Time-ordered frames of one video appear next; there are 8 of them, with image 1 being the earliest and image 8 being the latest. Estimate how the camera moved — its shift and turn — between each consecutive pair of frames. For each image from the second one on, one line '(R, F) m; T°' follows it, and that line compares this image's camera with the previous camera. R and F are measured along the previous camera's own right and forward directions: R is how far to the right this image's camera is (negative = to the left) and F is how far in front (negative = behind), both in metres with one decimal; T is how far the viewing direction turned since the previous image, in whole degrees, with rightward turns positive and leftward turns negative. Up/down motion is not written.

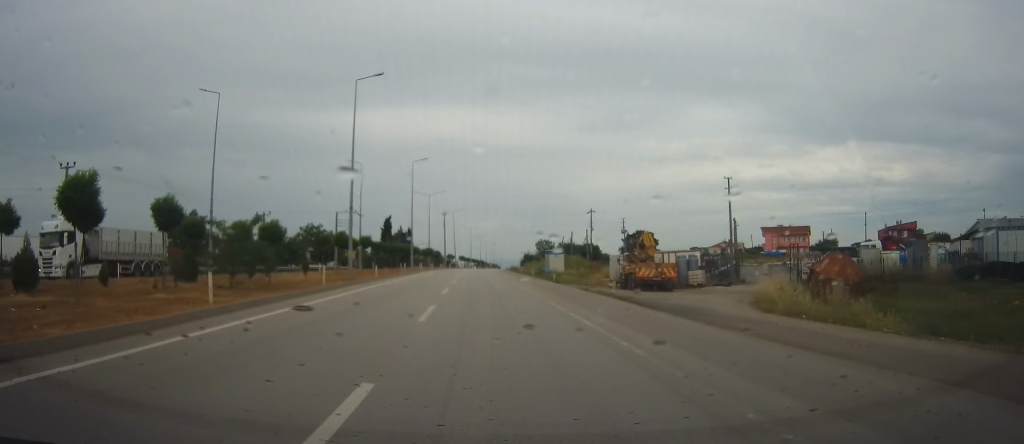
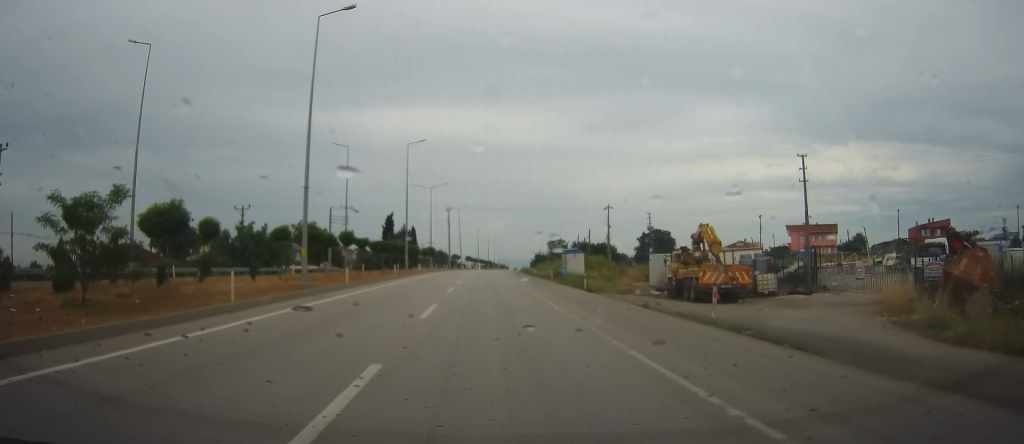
(-0.2, +7.9) m; -1°
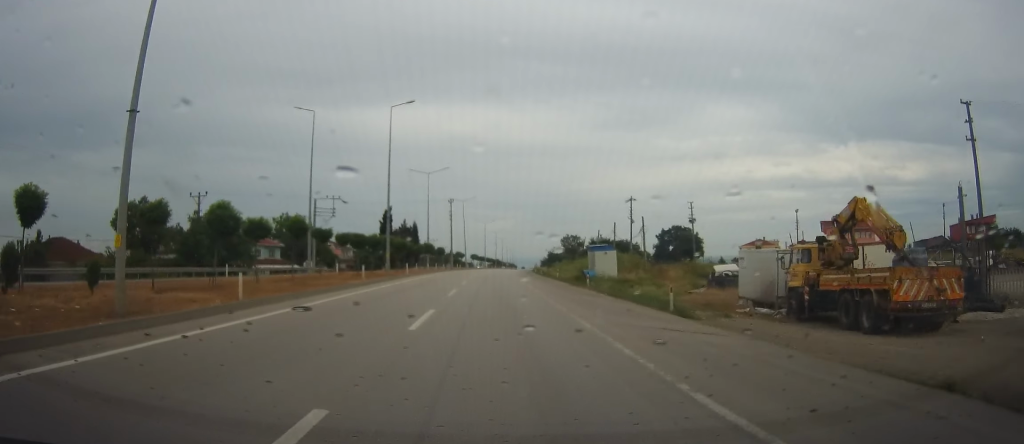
(+0.2, +10.5) m; +2°
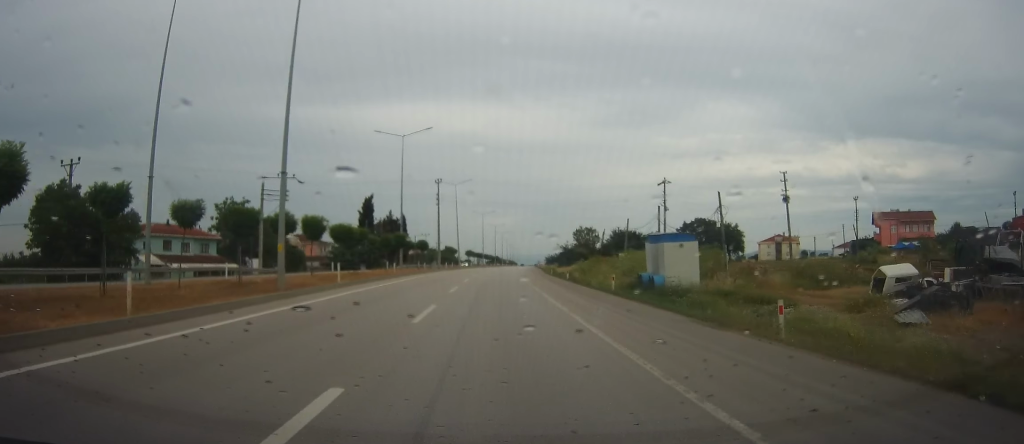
(0.0, +17.4) m; -1°
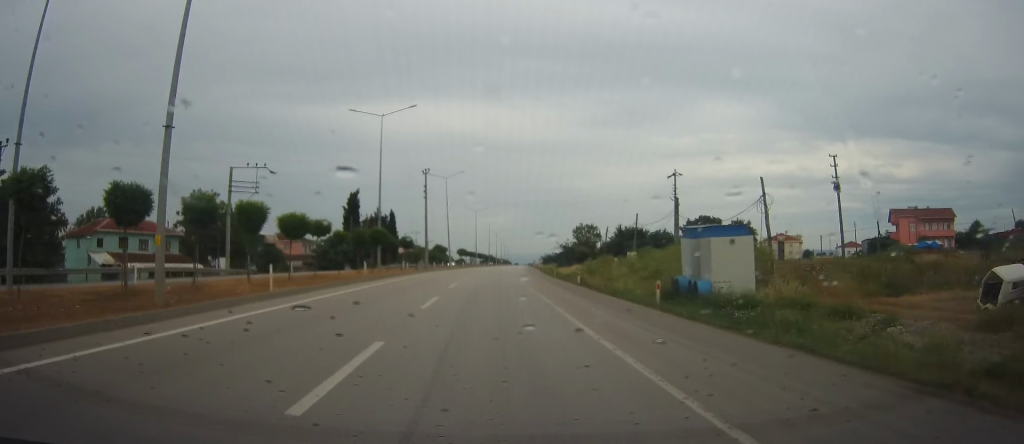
(-0.1, +6.6) m; -1°
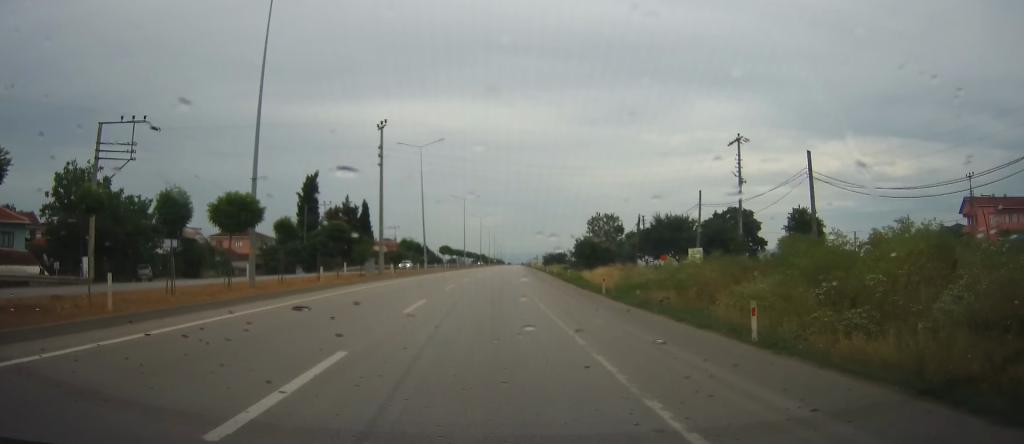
(+0.2, +21.3) m; +1°
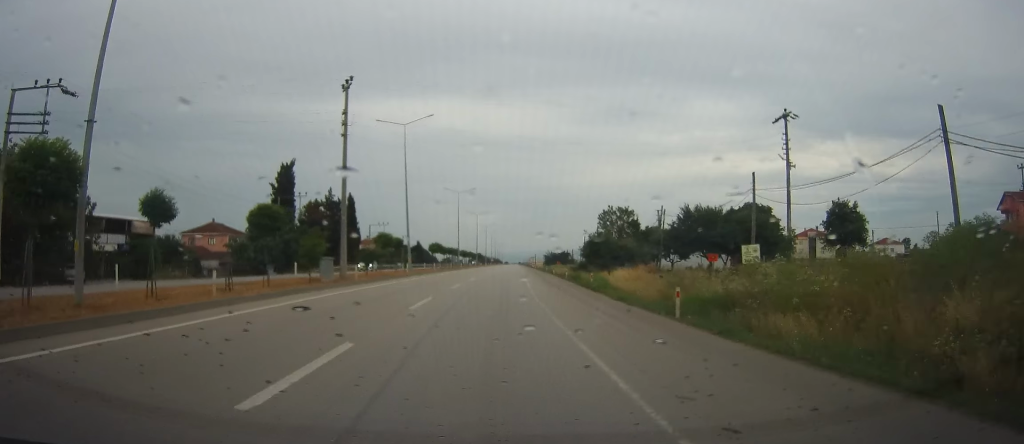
(+0.1, +10.0) m; 0°
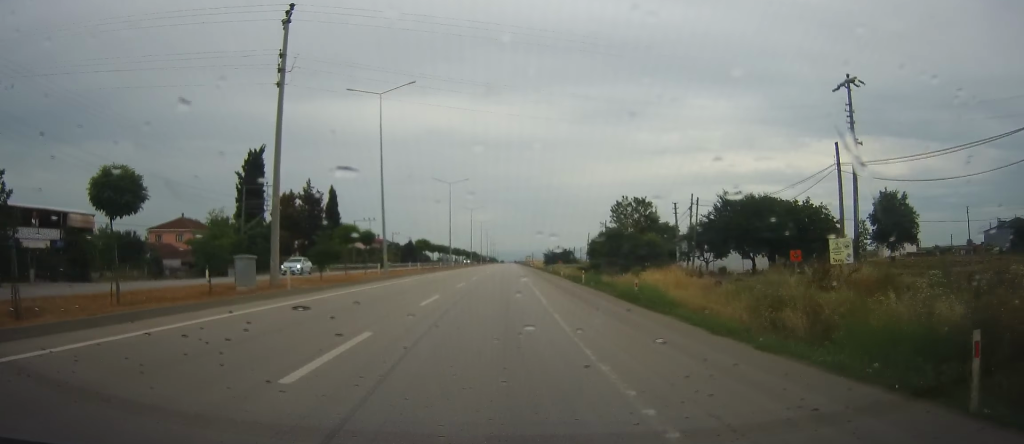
(-0.1, +10.1) m; -1°
